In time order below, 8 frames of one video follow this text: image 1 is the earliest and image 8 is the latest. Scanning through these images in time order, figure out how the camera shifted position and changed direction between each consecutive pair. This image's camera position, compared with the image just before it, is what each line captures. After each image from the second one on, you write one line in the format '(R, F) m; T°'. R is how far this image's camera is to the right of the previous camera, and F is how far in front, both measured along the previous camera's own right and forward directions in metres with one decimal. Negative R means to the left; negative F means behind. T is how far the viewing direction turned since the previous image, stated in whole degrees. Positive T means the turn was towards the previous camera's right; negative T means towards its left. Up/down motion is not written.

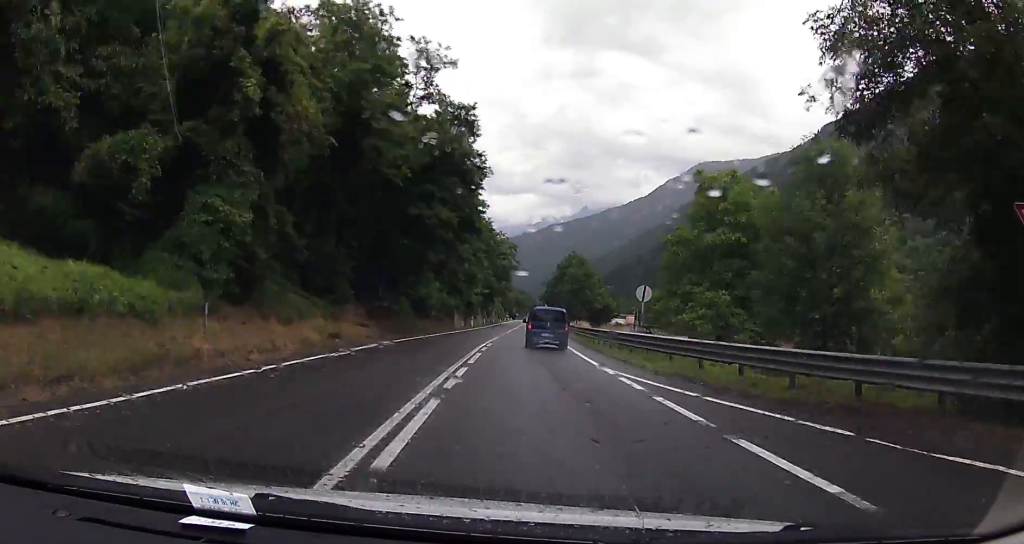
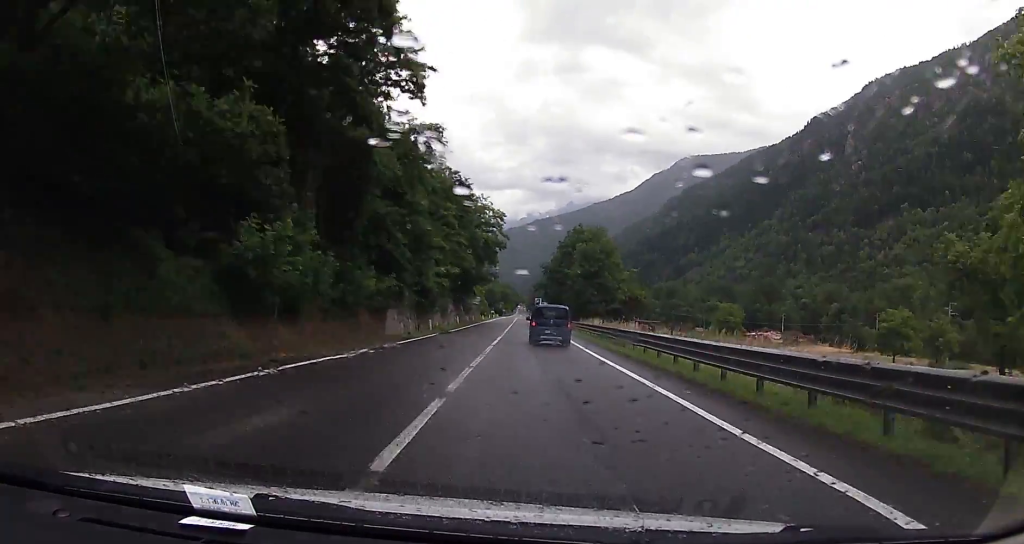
(+0.4, +31.4) m; +1°
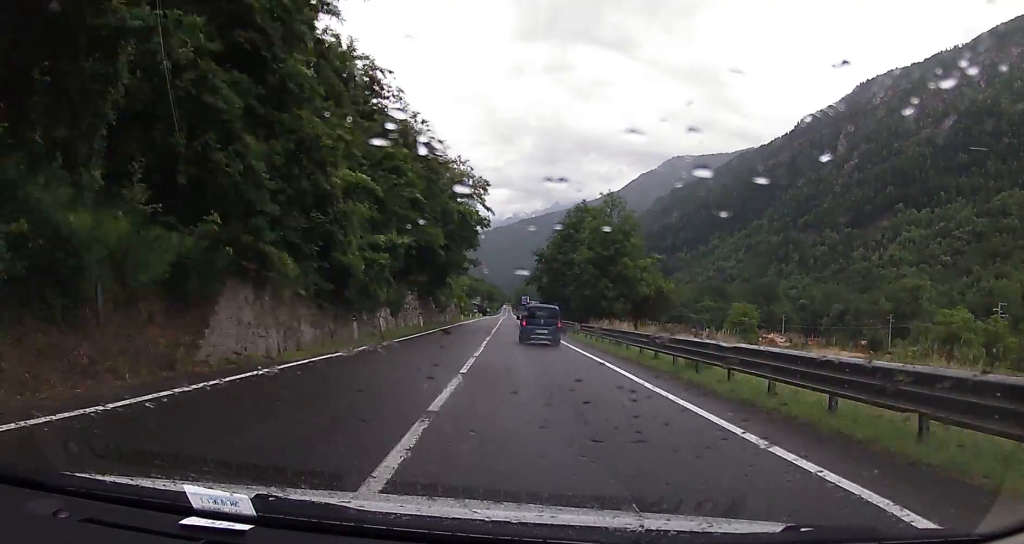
(-0.1, +19.0) m; +1°
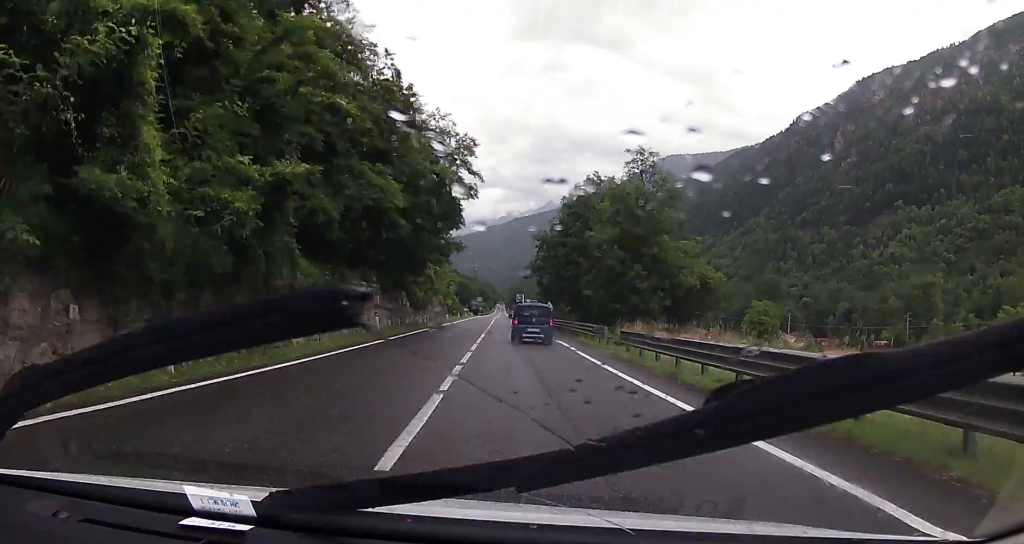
(+0.4, +14.7) m; 0°
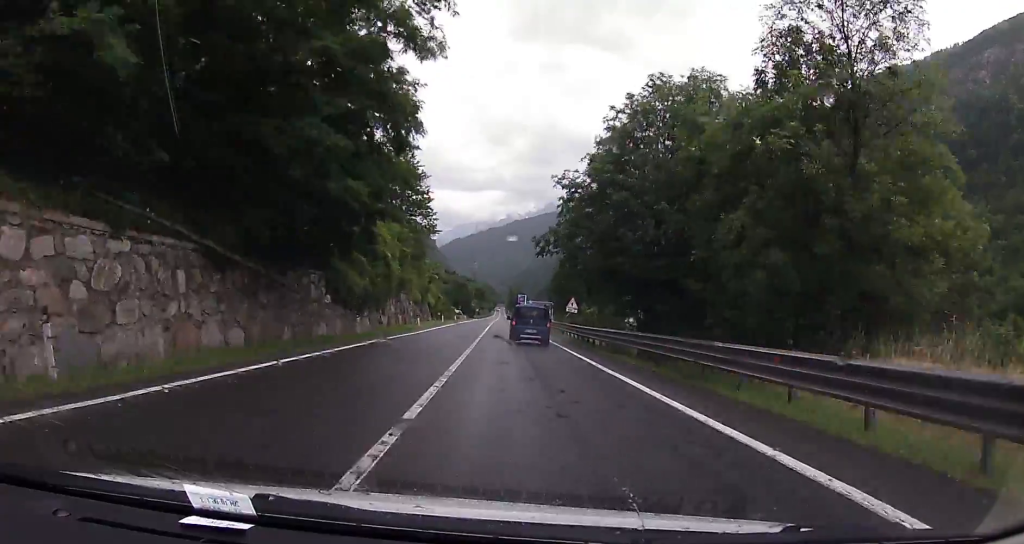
(-0.3, +25.6) m; 0°
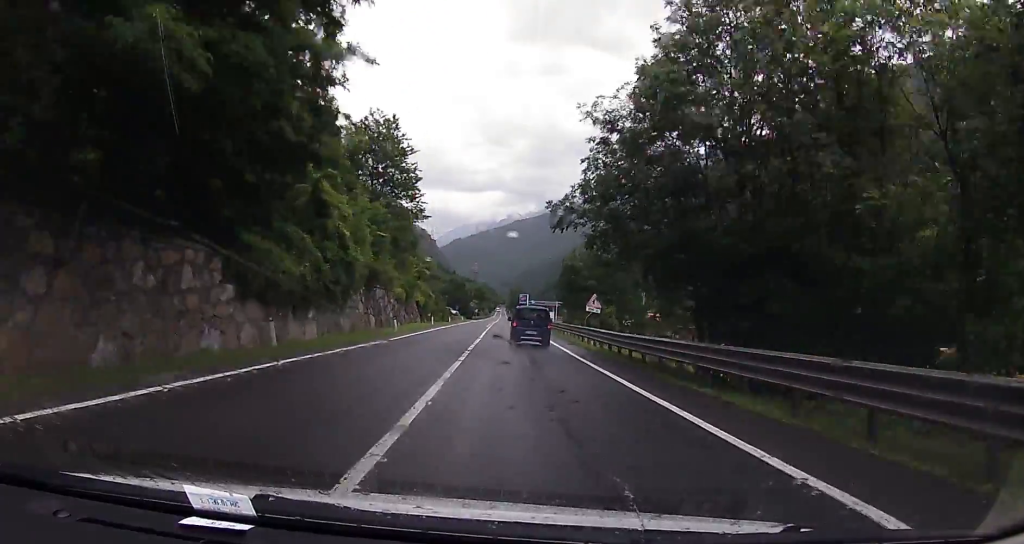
(+0.1, +11.6) m; 0°
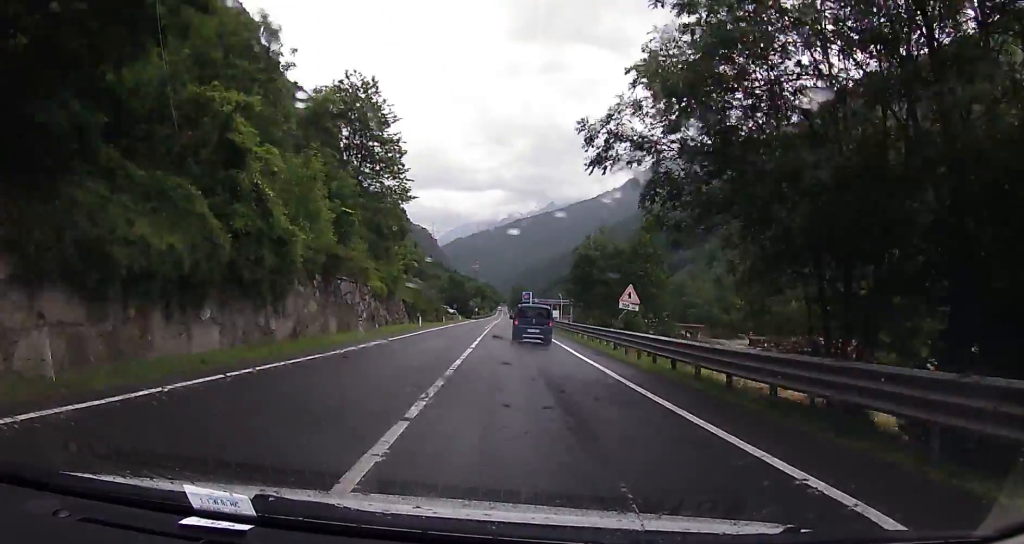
(0.0, +10.3) m; 0°
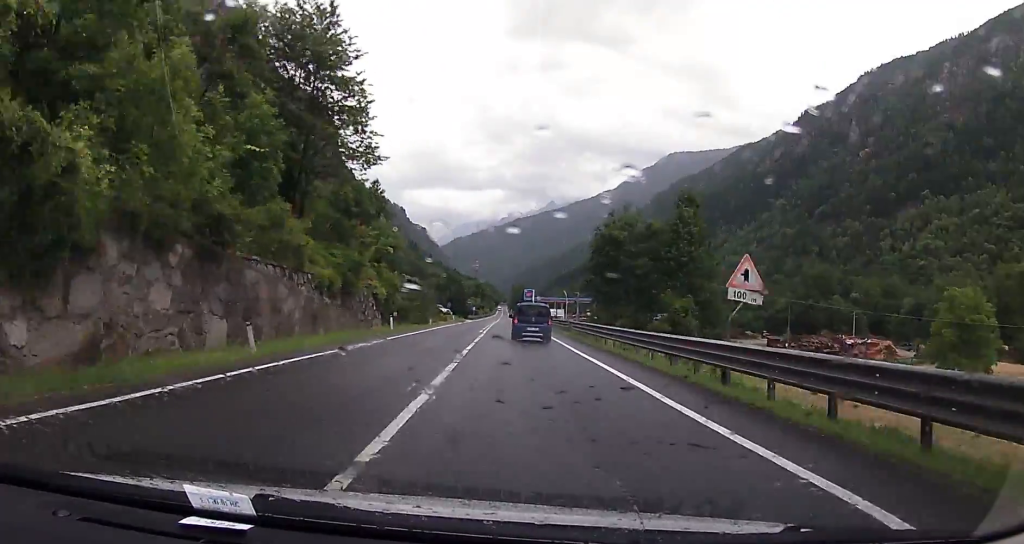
(-0.1, +13.4) m; 0°
